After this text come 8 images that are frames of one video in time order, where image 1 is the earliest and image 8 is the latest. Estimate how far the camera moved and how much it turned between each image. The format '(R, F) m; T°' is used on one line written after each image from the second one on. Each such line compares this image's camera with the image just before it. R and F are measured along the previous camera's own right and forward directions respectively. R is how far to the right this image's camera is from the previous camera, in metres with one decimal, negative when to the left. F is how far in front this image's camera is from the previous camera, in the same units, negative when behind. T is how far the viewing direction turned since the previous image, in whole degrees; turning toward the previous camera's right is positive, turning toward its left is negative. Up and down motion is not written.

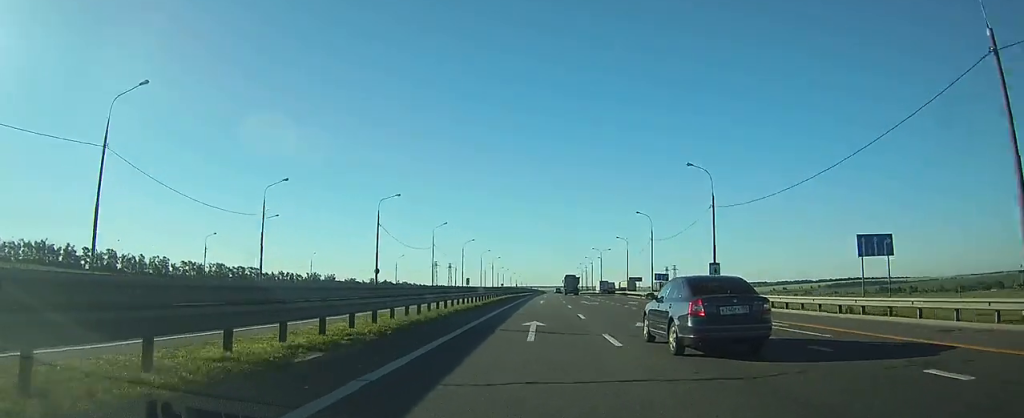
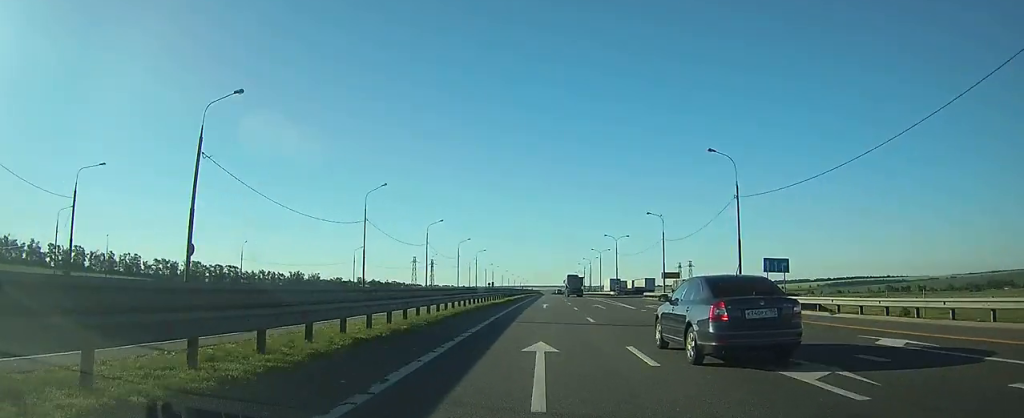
(+0.2, +37.0) m; 0°
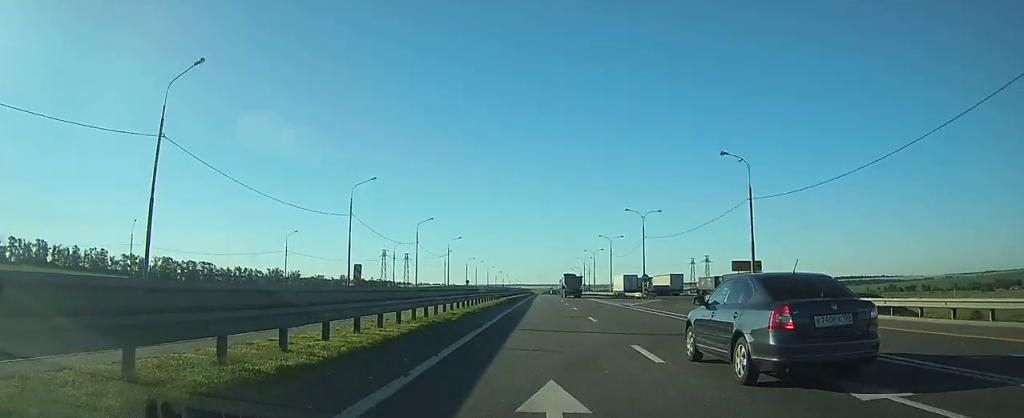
(+0.1, +35.2) m; +1°
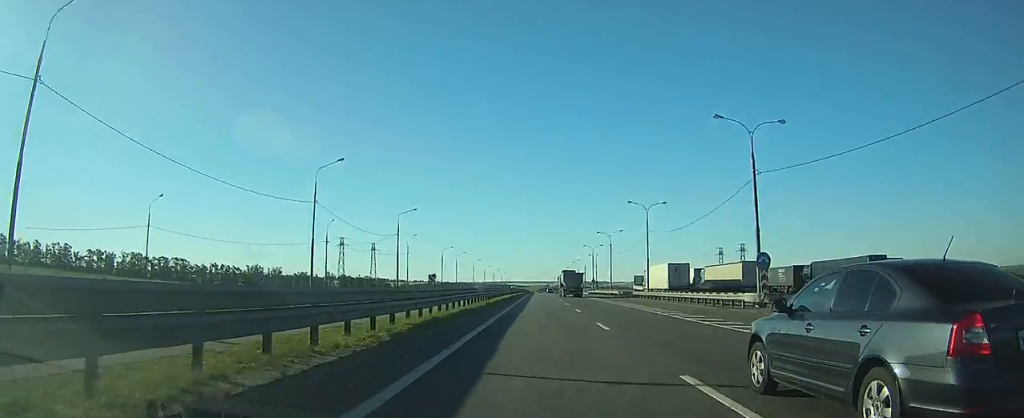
(+0.4, +40.4) m; +1°
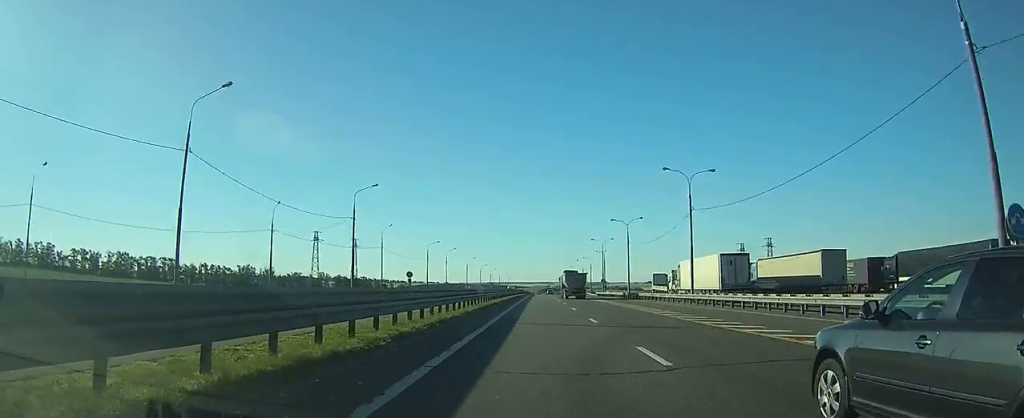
(0.0, +19.8) m; 0°
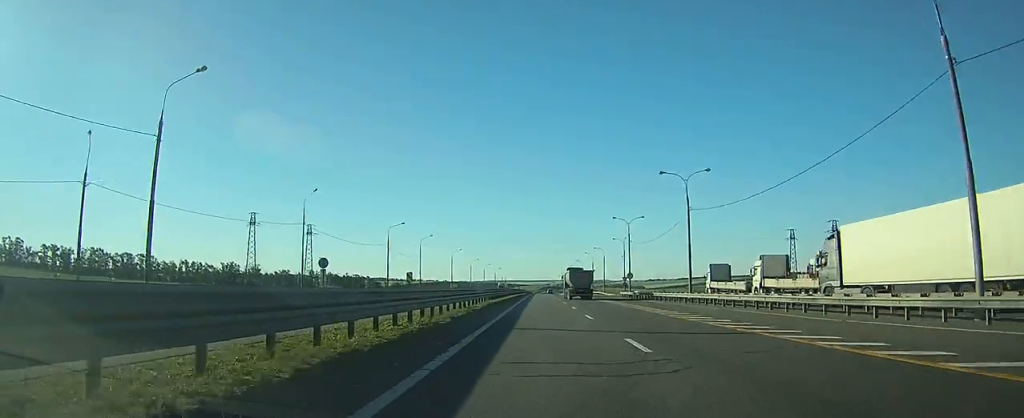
(+0.1, +33.8) m; 0°
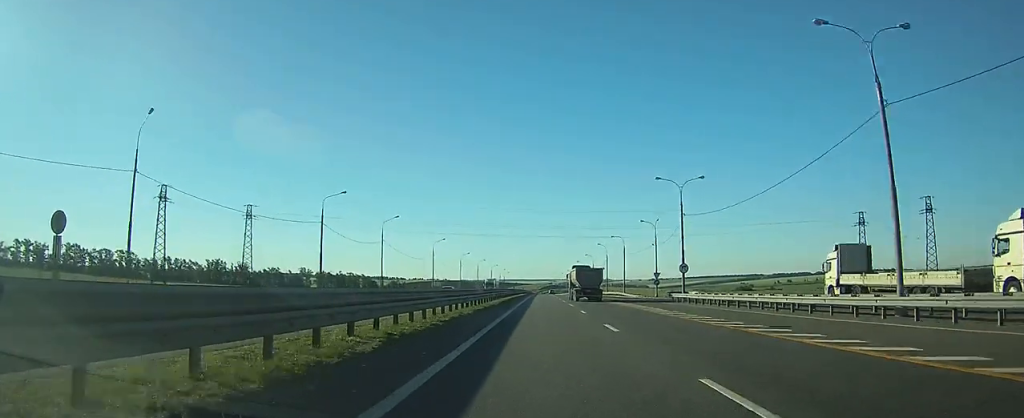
(+0.1, +30.0) m; 0°
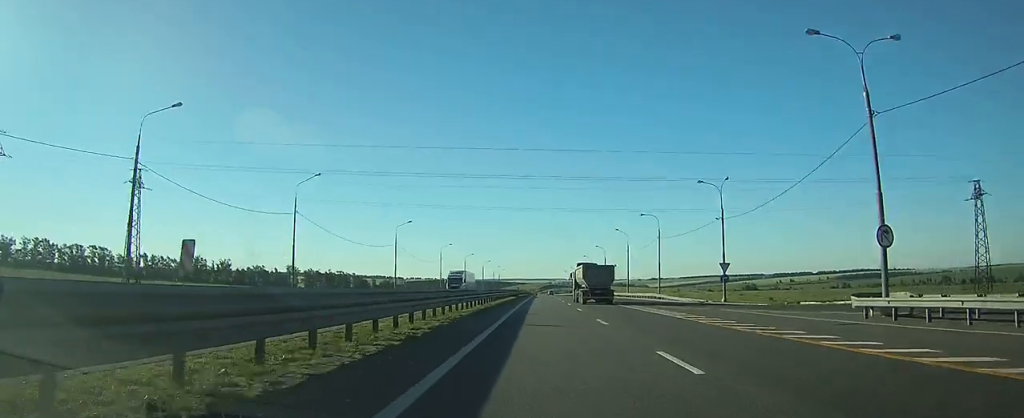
(+0.1, +32.3) m; 0°
